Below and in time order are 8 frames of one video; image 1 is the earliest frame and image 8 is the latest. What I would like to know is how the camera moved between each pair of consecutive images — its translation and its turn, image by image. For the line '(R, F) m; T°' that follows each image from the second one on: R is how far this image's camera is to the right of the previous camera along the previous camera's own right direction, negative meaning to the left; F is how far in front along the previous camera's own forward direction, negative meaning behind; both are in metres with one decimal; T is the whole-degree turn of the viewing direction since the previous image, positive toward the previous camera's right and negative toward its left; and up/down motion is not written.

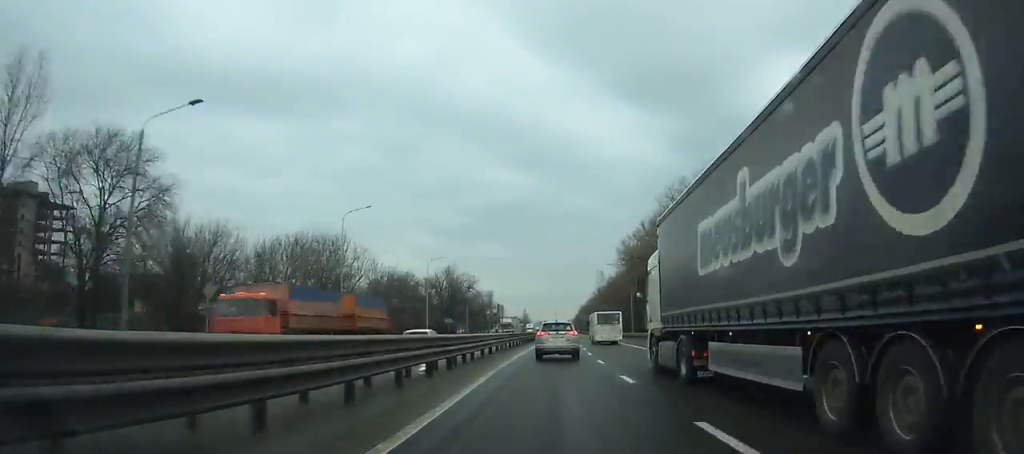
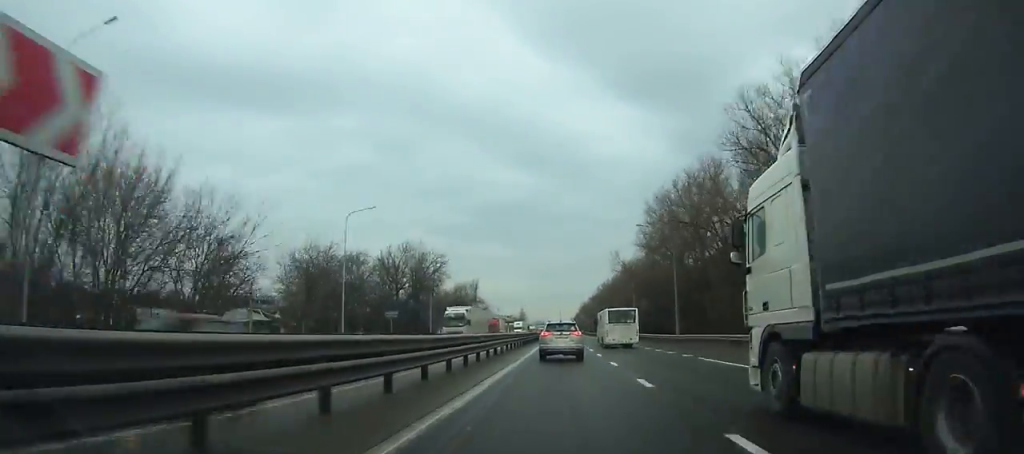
(0.0, +33.2) m; 0°
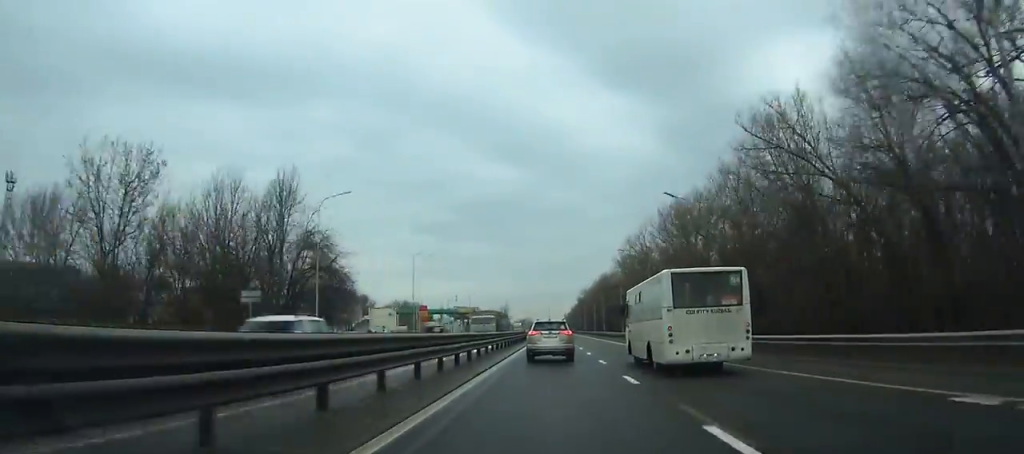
(-0.4, +104.3) m; 0°
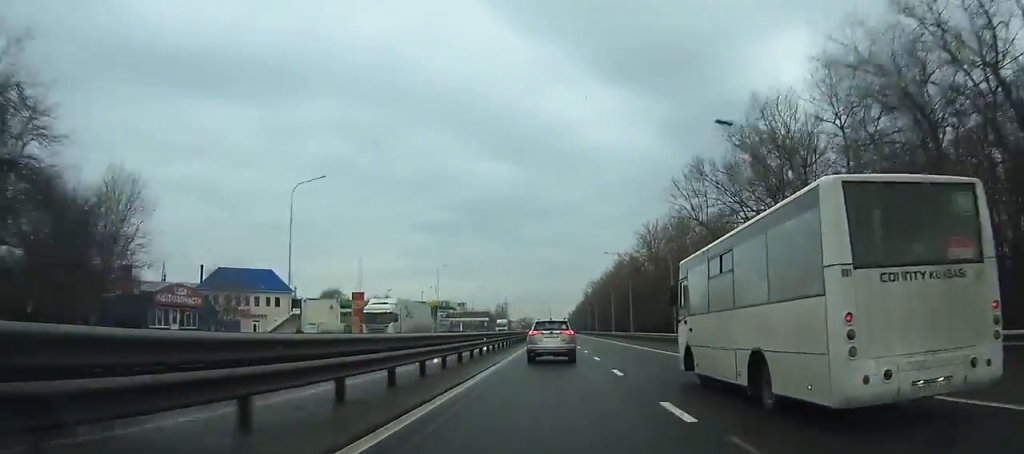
(-0.1, +39.0) m; 0°
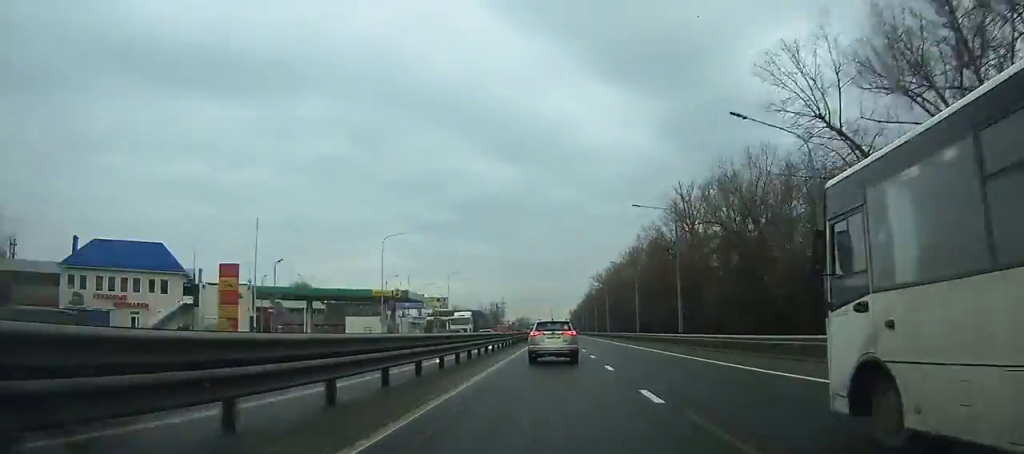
(+0.1, +29.9) m; 0°
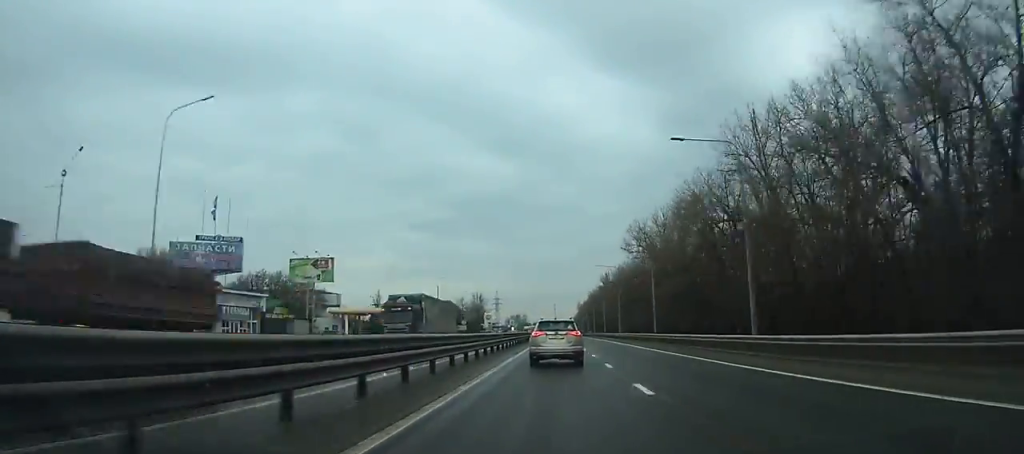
(+0.2, +80.2) m; 0°
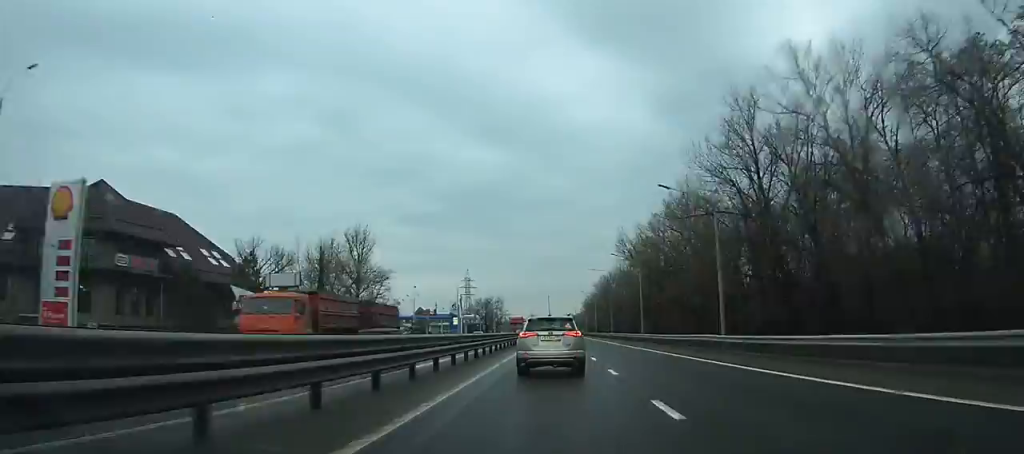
(-0.5, +146.3) m; 0°
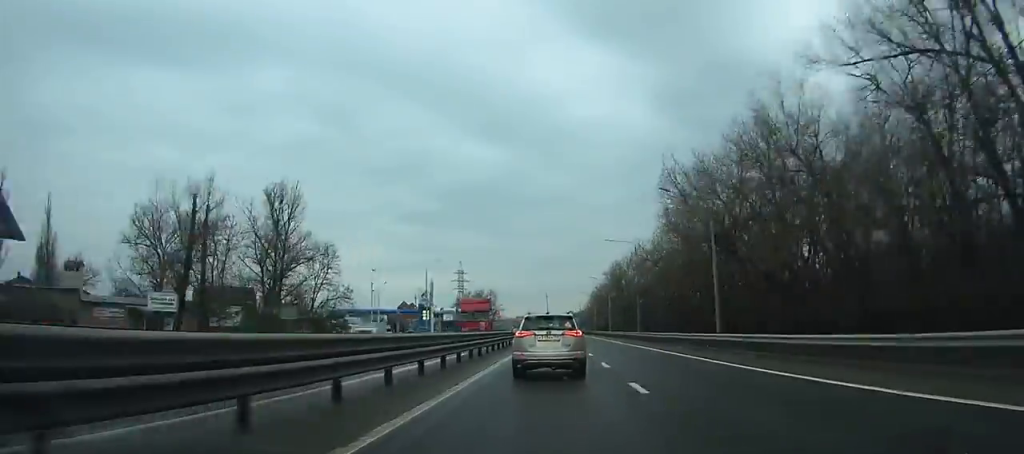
(0.0, +27.7) m; 0°
